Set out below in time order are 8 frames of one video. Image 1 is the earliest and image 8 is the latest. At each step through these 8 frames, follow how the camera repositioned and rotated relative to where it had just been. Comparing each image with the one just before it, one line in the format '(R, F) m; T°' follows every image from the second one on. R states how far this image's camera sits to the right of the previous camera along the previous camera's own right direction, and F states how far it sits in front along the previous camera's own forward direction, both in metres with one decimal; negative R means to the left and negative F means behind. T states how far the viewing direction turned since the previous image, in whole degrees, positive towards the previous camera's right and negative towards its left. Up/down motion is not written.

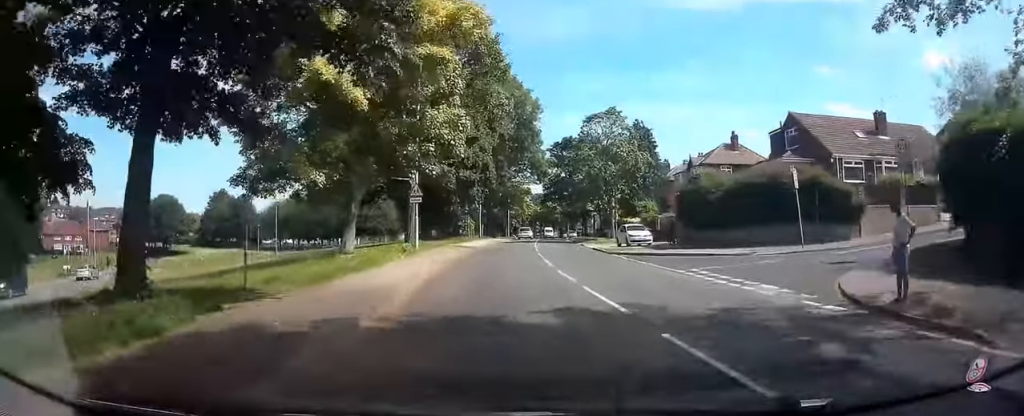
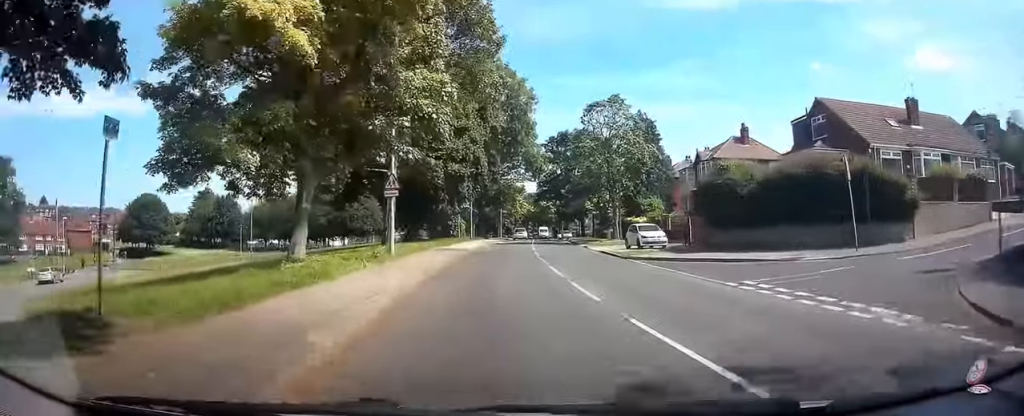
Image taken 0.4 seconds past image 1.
(0.0, +4.6) m; +1°
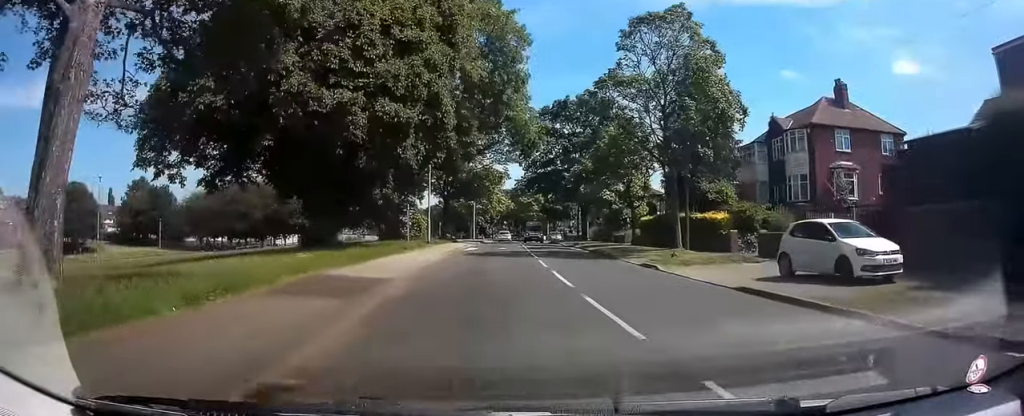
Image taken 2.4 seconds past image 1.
(+0.6, +21.1) m; +3°
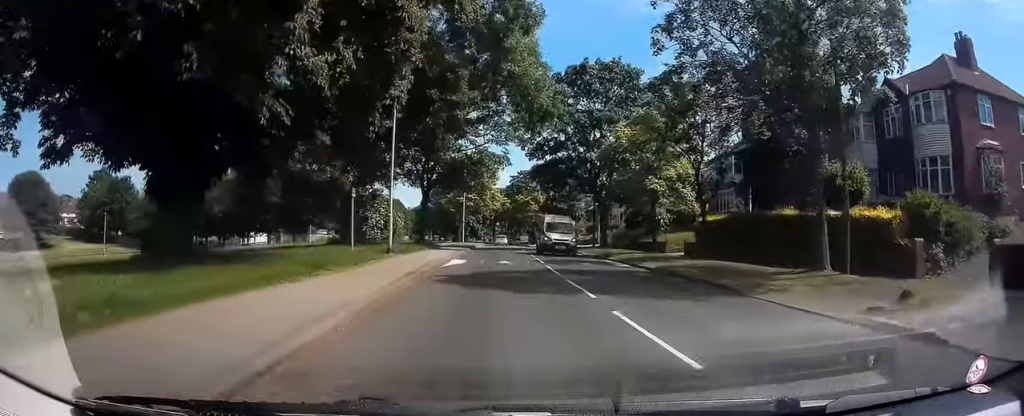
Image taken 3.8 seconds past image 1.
(+0.5, +14.1) m; +4°
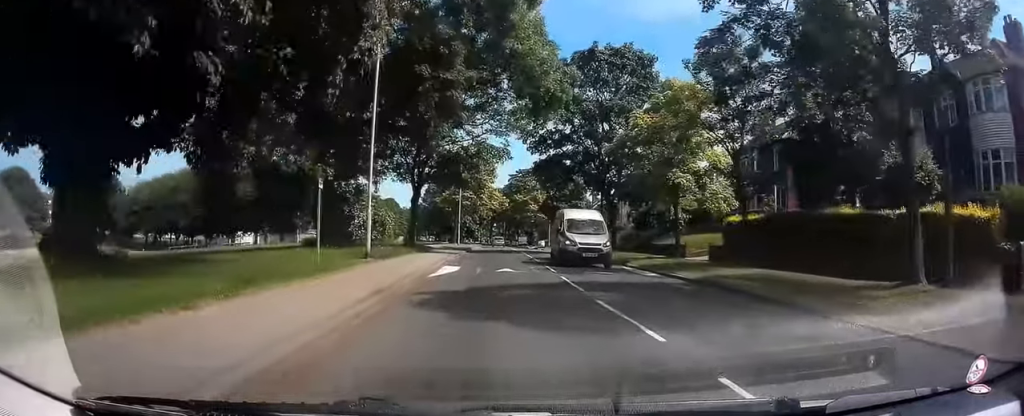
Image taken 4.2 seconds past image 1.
(+0.1, +4.6) m; +1°
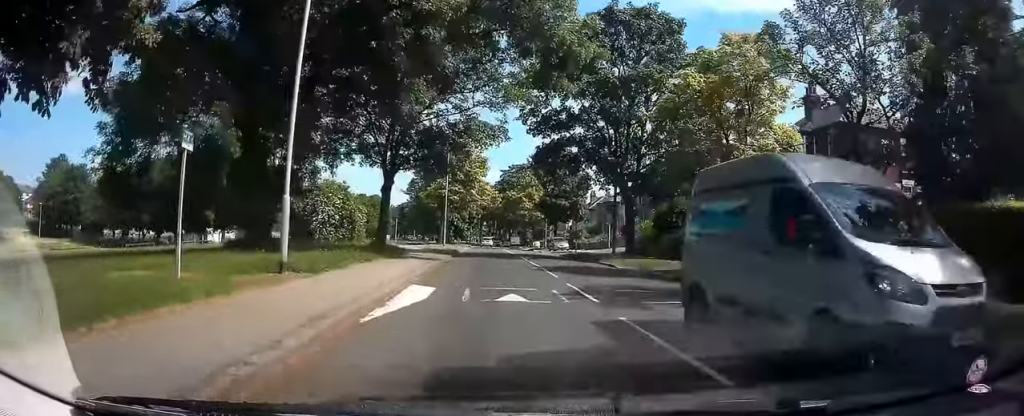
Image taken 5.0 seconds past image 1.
(0.0, +8.5) m; 0°
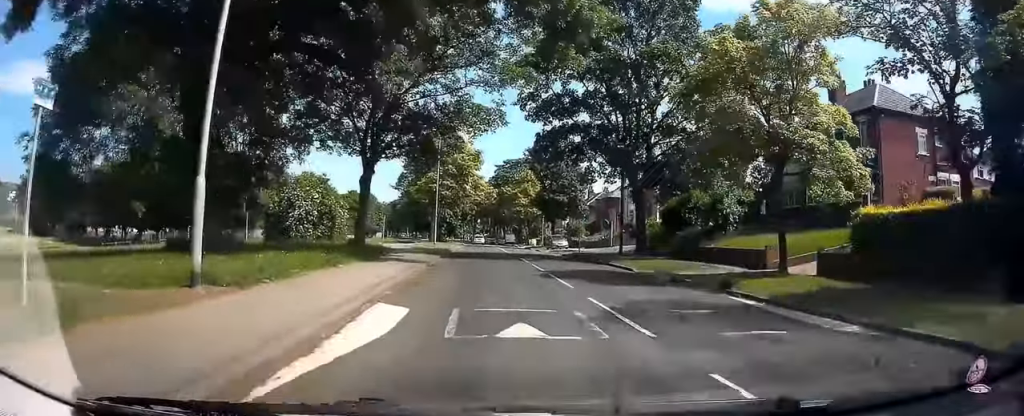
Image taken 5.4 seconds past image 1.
(0.0, +4.0) m; 0°
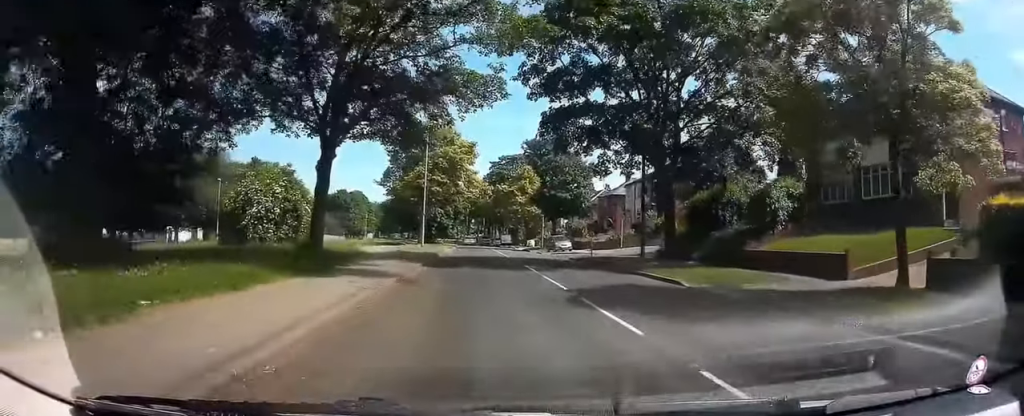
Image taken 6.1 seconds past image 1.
(0.0, +6.1) m; 0°
